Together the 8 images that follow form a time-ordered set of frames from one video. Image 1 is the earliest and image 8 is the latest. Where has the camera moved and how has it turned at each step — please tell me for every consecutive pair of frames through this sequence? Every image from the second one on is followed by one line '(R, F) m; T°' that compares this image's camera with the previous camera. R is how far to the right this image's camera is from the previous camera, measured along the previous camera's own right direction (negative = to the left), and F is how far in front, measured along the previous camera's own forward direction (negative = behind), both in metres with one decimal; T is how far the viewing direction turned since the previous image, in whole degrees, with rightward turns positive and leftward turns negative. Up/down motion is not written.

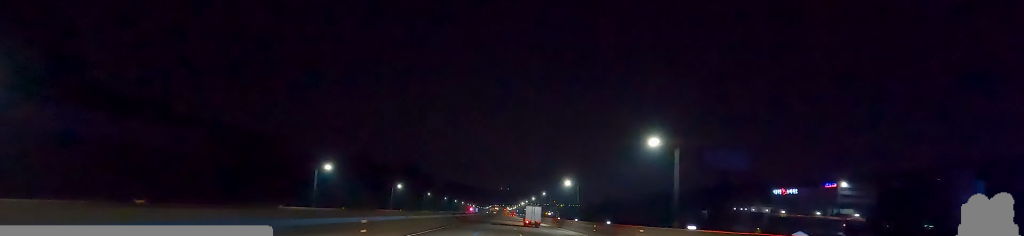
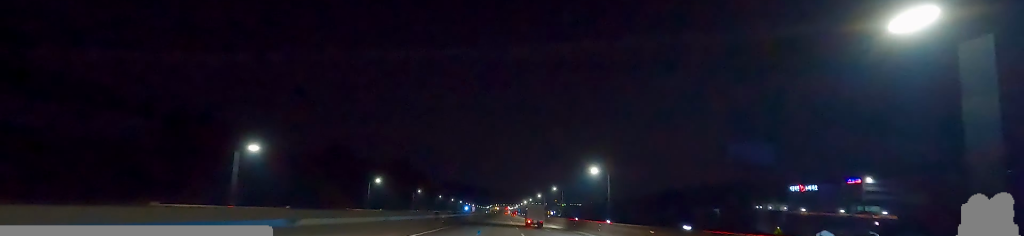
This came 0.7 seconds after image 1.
(0.0, +19.8) m; +1°
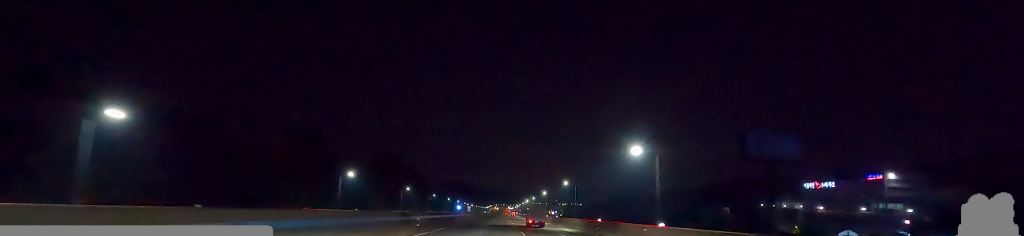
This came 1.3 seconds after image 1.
(-0.4, +16.3) m; +2°
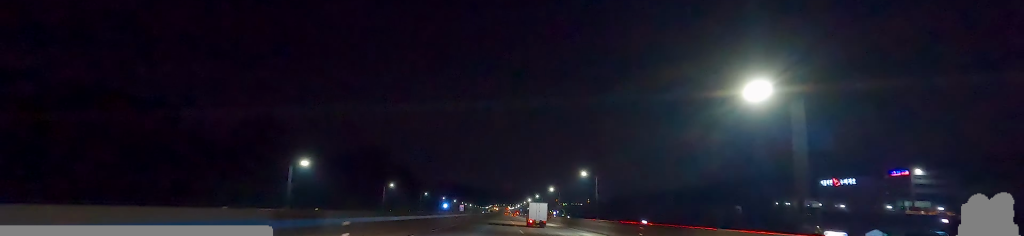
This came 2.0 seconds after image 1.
(+1.0, +17.2) m; 0°
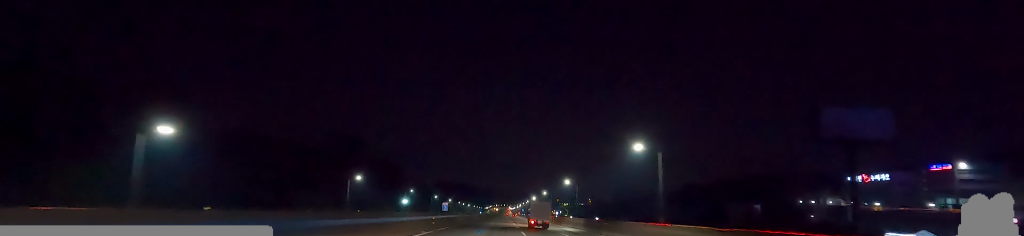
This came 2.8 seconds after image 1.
(-0.2, +23.6) m; -2°
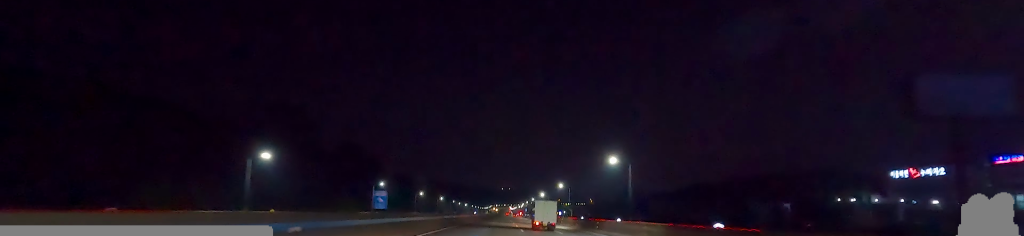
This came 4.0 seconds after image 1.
(-0.9, +30.9) m; -2°
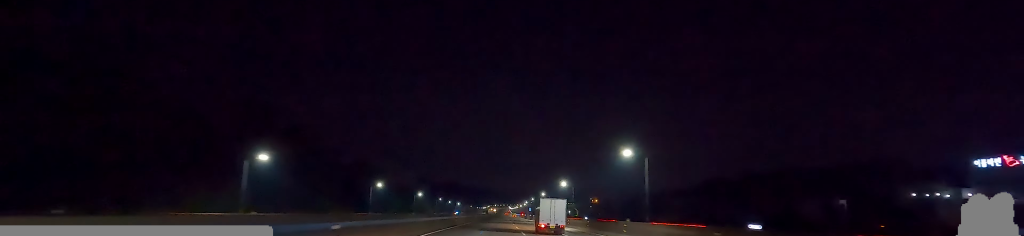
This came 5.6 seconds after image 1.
(0.0, +45.4) m; 0°
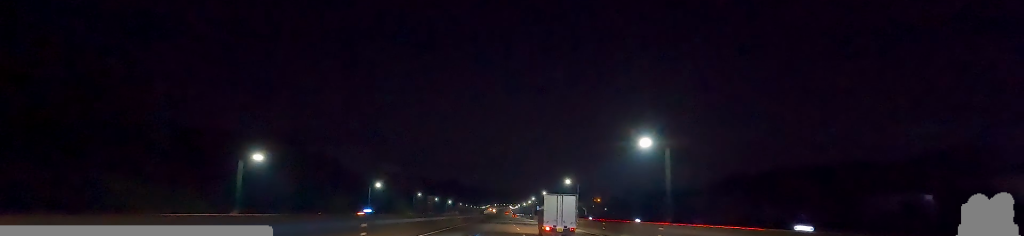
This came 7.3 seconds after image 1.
(0.0, +45.4) m; 0°
